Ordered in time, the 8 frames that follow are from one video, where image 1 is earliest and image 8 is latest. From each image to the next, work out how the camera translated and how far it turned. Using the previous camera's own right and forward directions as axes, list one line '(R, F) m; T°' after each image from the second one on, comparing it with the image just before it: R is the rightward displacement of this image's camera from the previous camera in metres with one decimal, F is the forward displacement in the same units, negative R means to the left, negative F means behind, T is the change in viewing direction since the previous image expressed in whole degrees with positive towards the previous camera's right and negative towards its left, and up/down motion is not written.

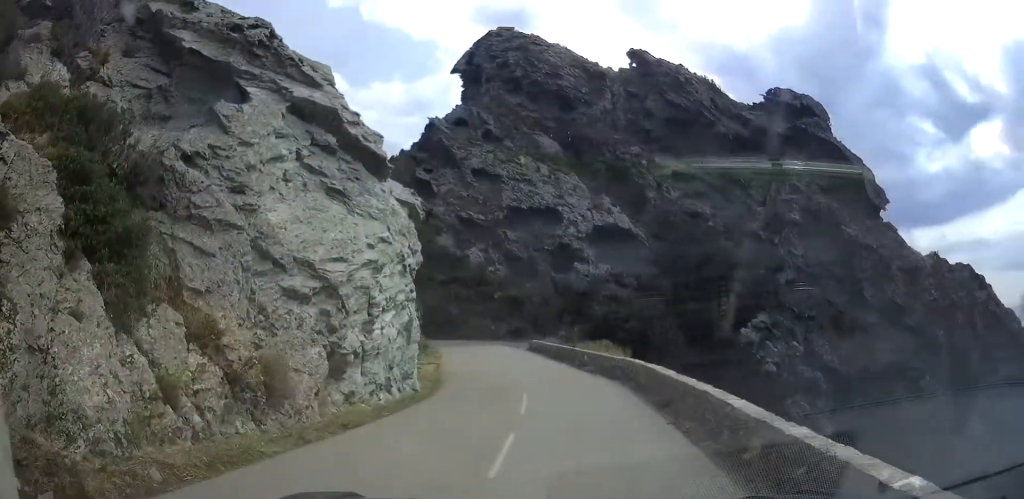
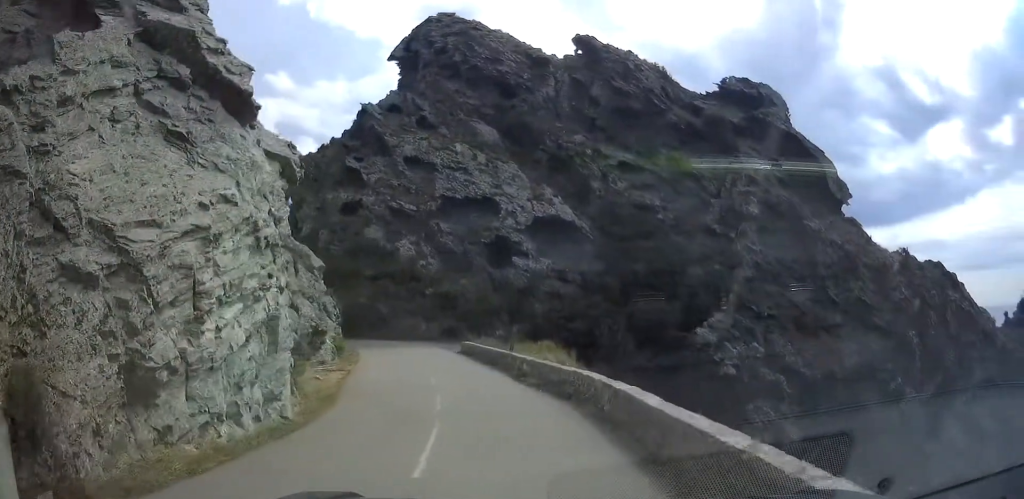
(+0.6, +4.1) m; +8°
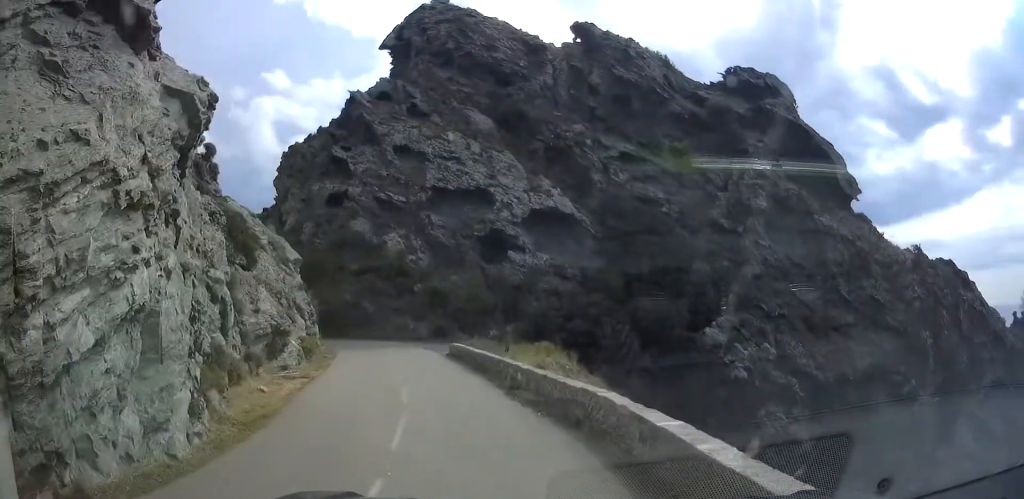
(+0.2, +3.3) m; +7°
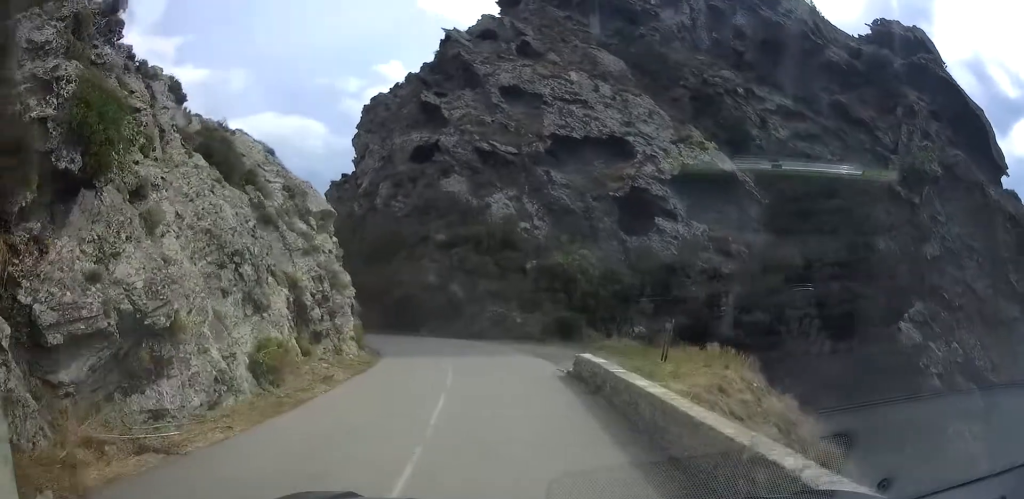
(+0.6, +12.6) m; -2°
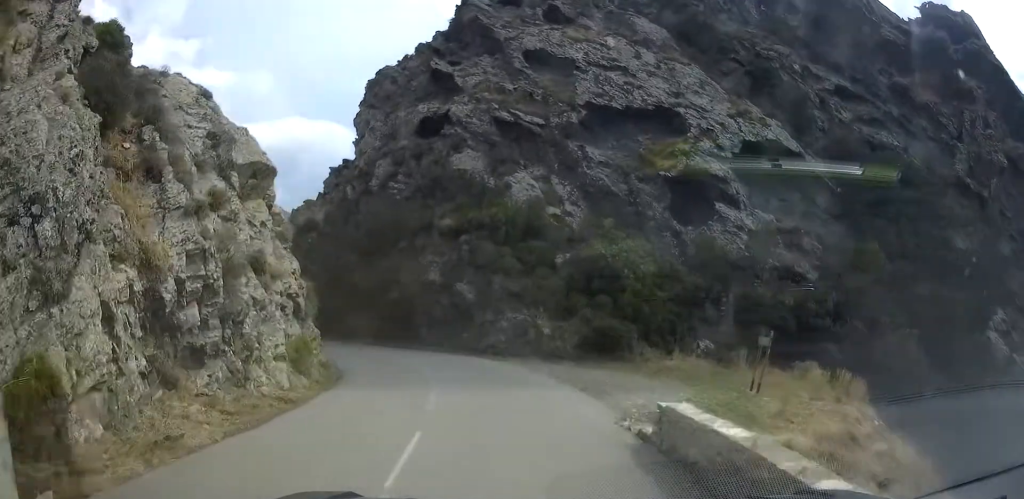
(-0.4, +7.0) m; -5°
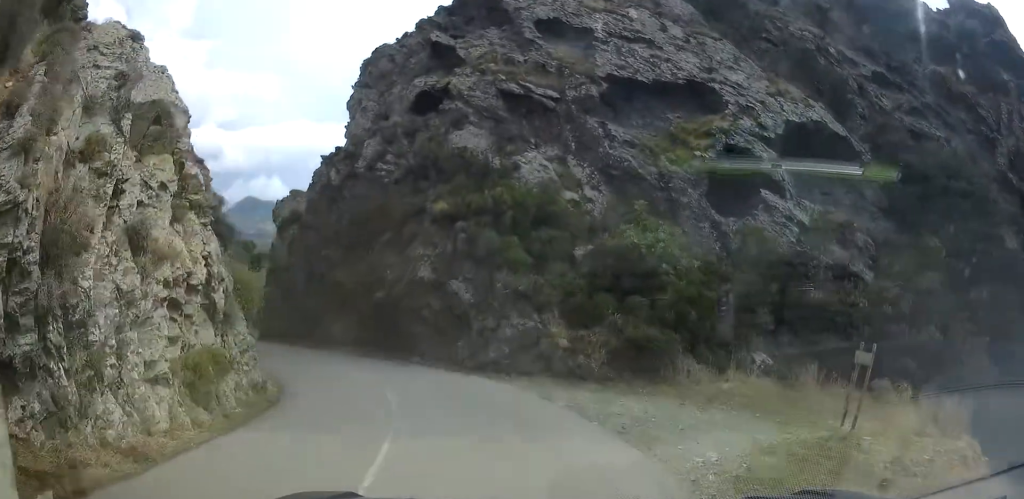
(-0.2, +4.4) m; -2°
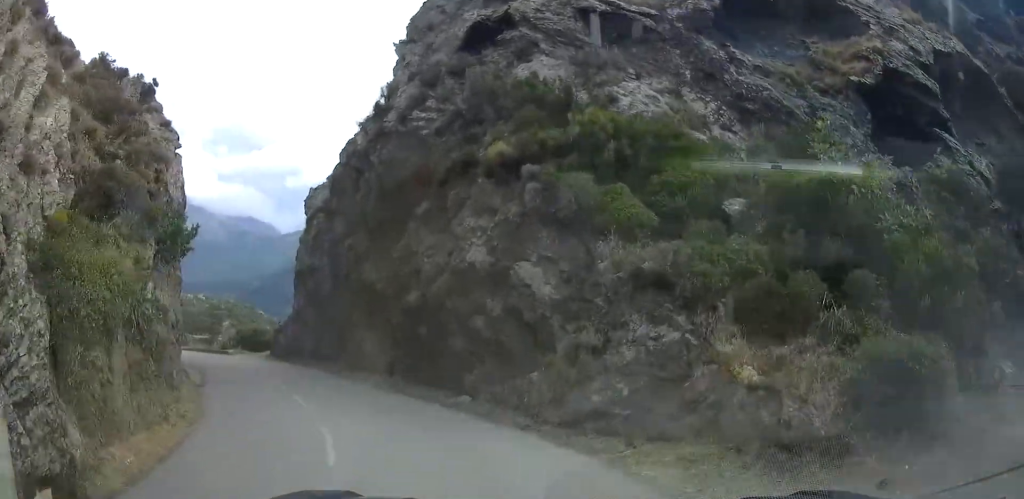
(-0.1, +7.4) m; -6°
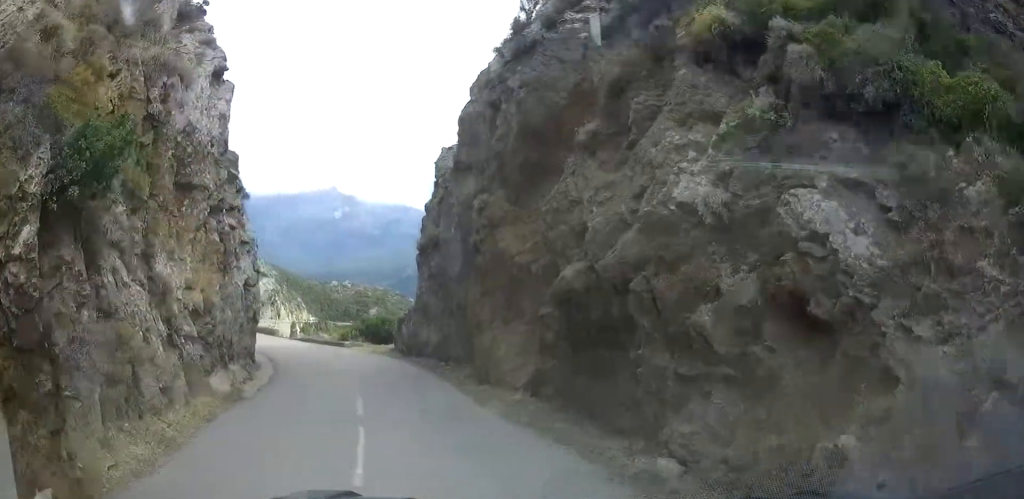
(-0.1, +5.6) m; -13°
